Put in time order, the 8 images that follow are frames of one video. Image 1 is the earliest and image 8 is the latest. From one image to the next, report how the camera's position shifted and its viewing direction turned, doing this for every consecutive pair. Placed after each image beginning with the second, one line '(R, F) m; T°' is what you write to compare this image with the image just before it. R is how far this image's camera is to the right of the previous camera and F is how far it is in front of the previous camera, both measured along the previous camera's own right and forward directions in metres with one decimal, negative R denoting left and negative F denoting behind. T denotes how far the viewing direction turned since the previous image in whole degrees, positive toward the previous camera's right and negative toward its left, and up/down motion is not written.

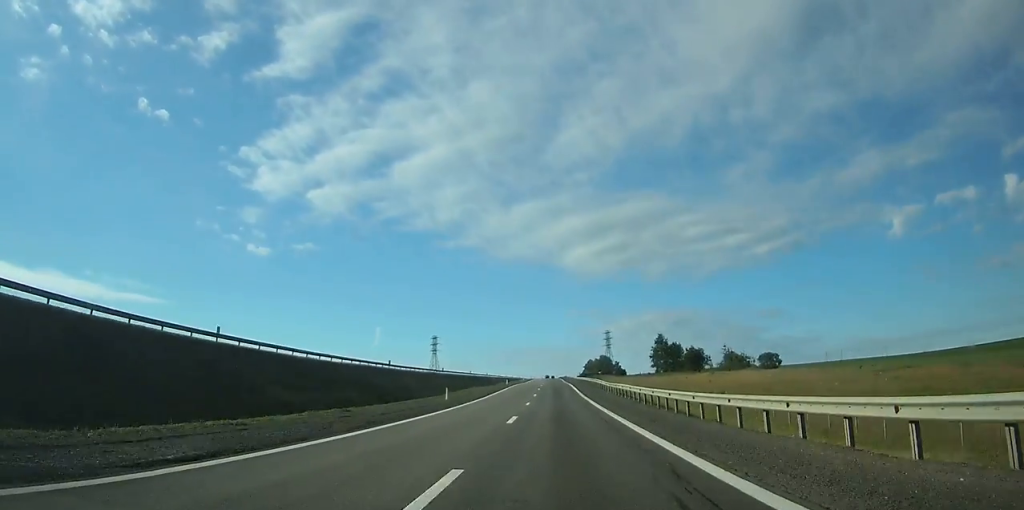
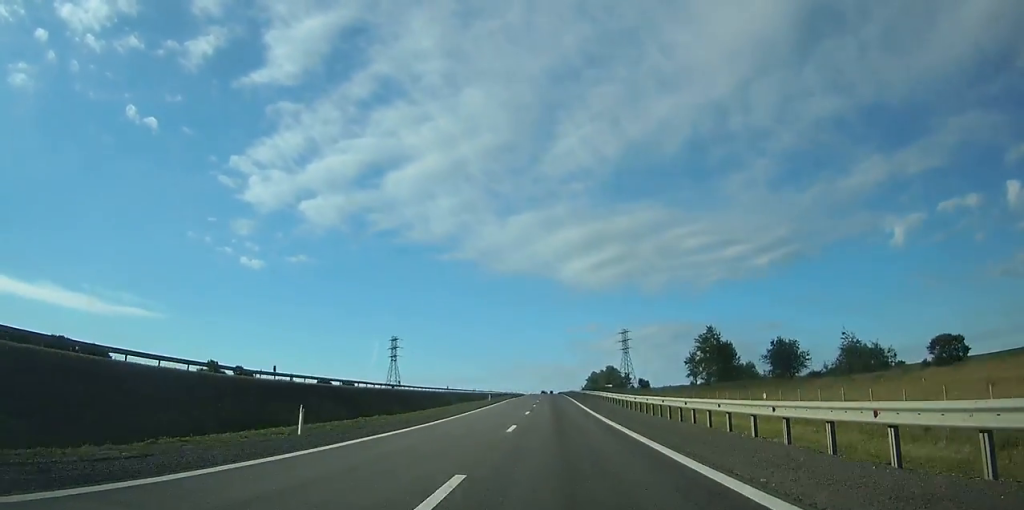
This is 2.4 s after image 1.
(0.0, +72.7) m; 0°
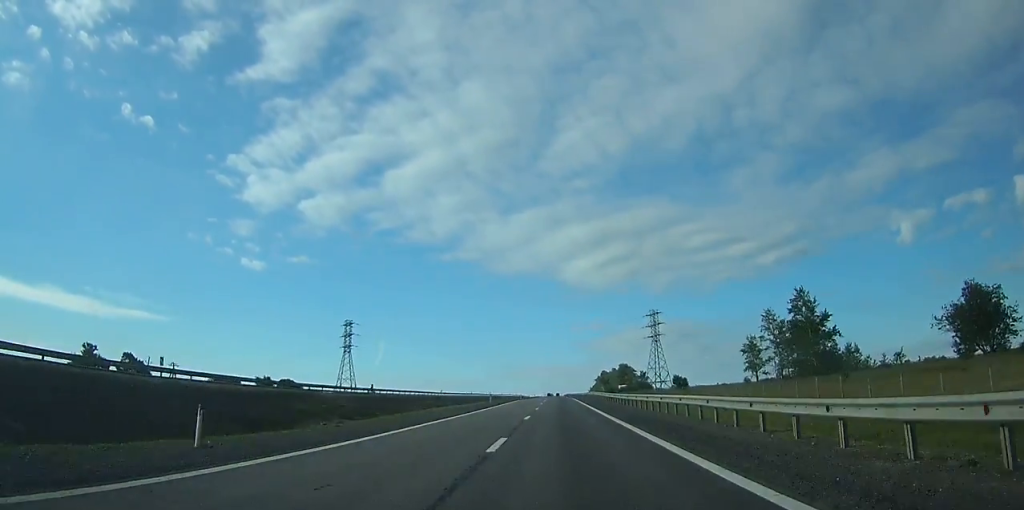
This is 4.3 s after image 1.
(0.0, +57.2) m; 0°
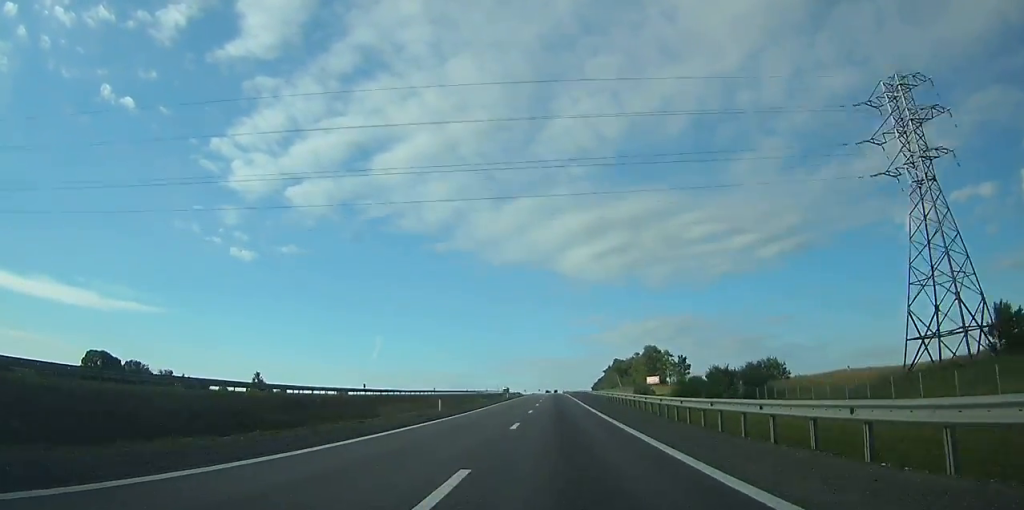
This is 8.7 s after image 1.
(-0.2, +133.6) m; 0°
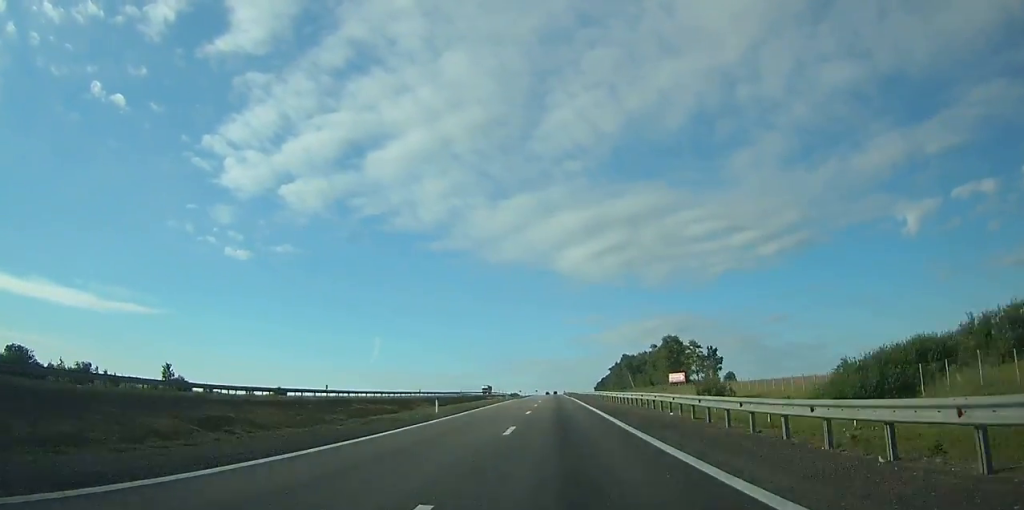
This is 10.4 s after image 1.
(0.0, +54.1) m; 0°
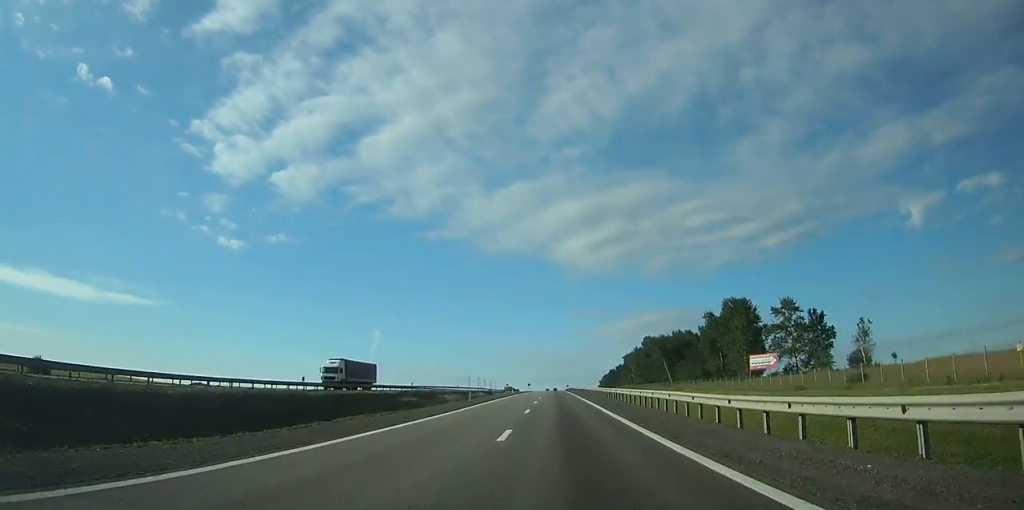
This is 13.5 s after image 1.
(-0.1, +88.1) m; 0°
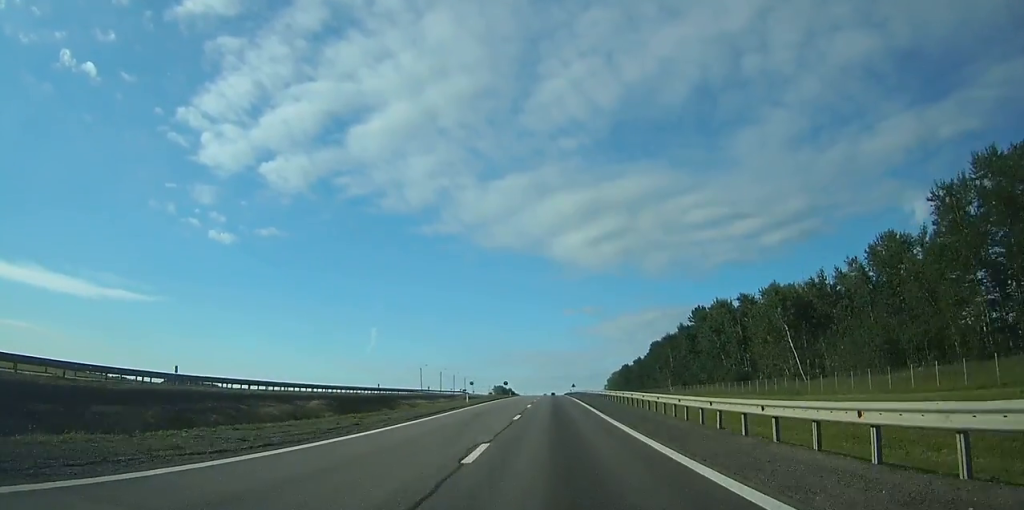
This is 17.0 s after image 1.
(+0.1, +98.3) m; 0°
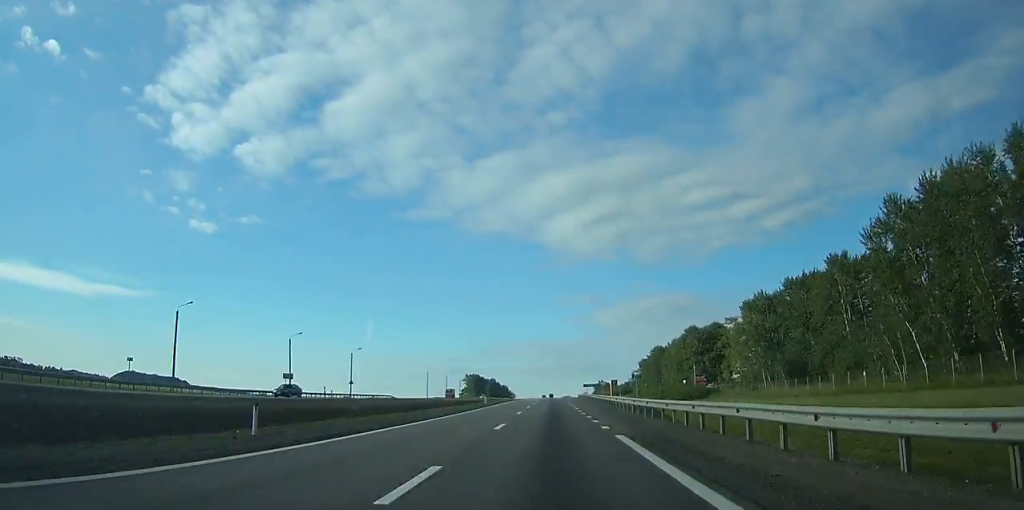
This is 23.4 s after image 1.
(+0.3, +172.6) m; 0°
